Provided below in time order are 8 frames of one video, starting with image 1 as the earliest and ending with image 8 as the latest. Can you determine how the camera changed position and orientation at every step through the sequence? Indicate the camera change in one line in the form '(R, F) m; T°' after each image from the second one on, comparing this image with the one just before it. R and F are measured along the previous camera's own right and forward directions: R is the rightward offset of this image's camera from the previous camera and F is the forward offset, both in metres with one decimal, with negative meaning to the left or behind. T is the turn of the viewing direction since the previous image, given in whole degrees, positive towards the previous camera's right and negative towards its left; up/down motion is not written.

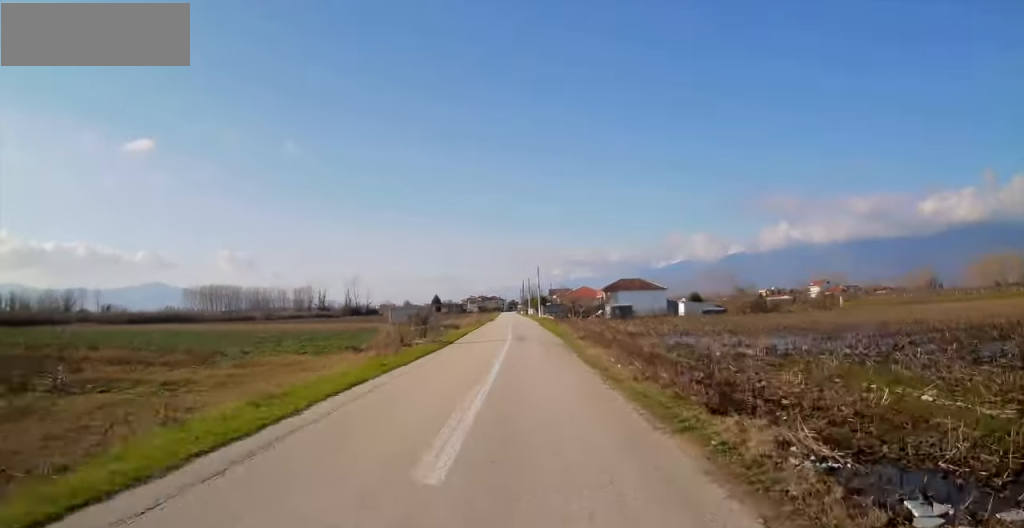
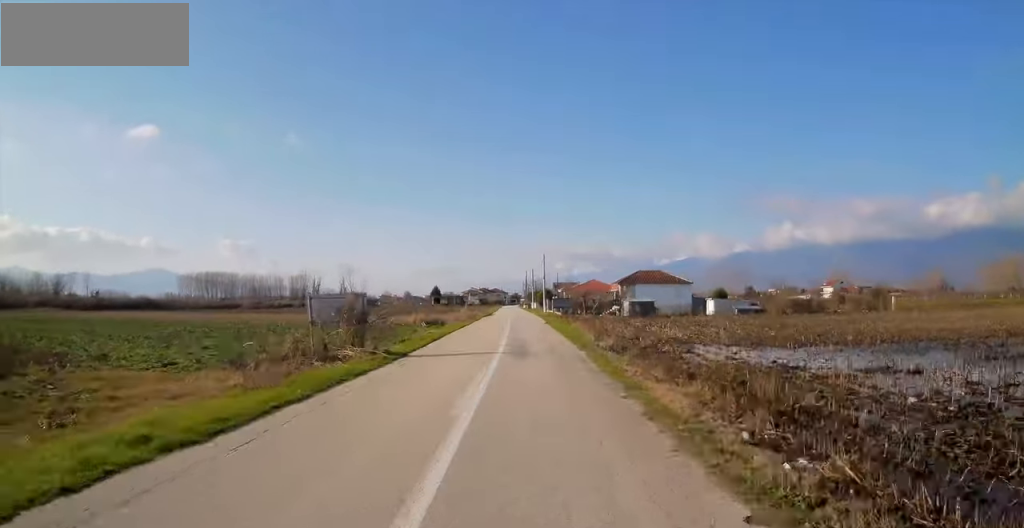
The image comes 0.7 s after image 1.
(-0.2, +11.7) m; 0°
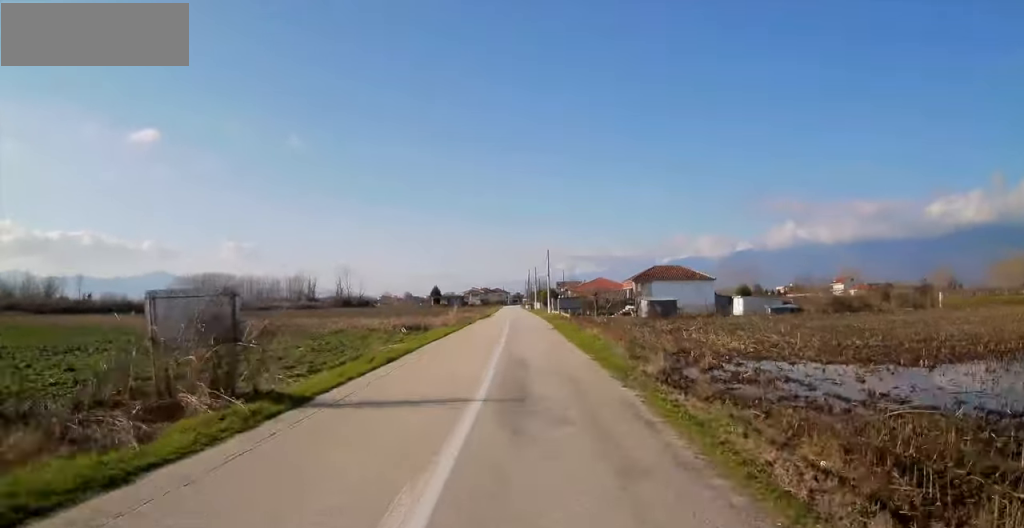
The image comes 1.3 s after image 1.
(0.0, +8.5) m; 0°
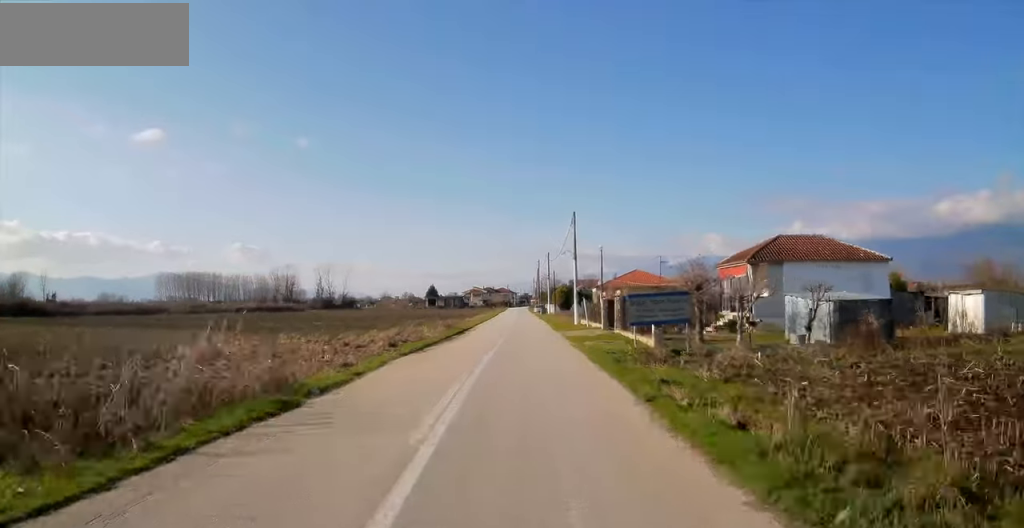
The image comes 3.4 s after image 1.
(-0.1, +34.5) m; -1°
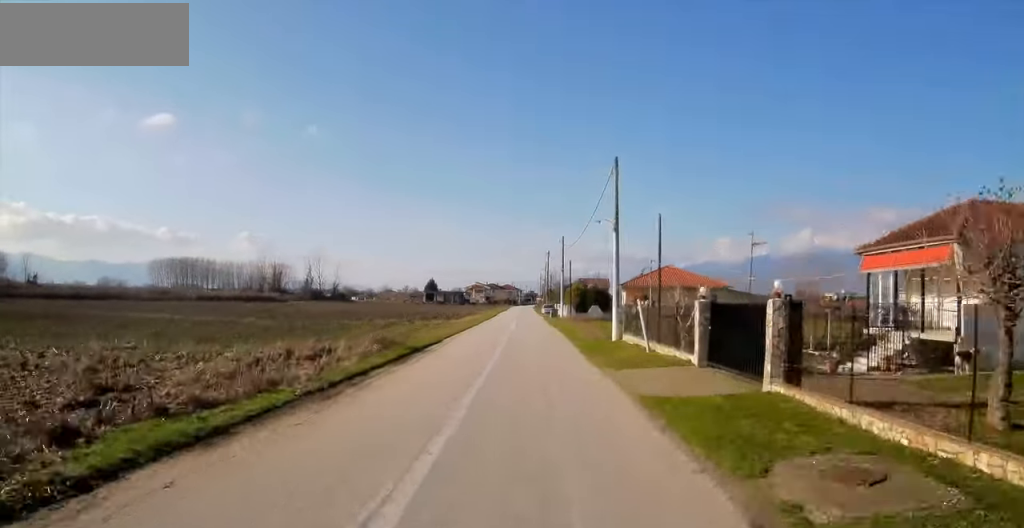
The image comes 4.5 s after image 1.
(0.0, +17.9) m; 0°
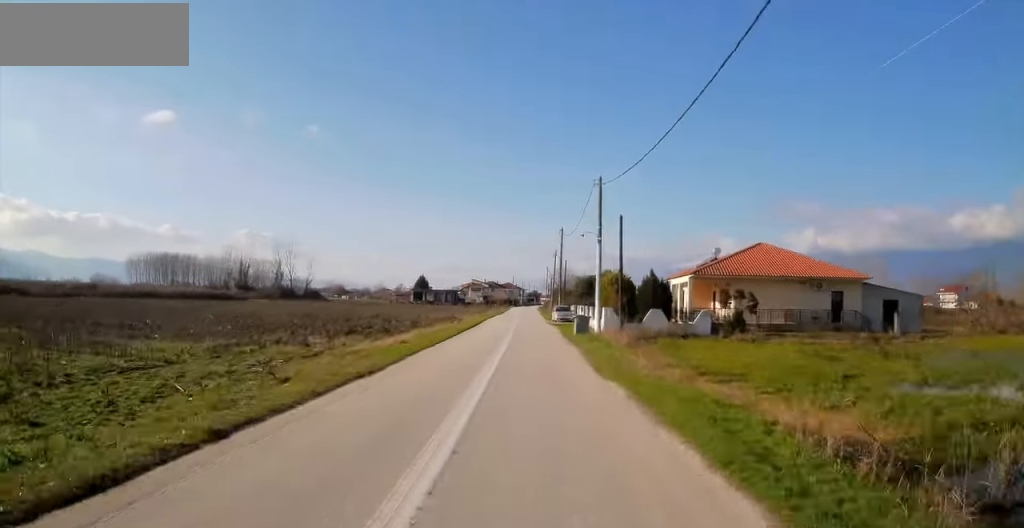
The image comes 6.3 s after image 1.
(-0.2, +29.4) m; 0°
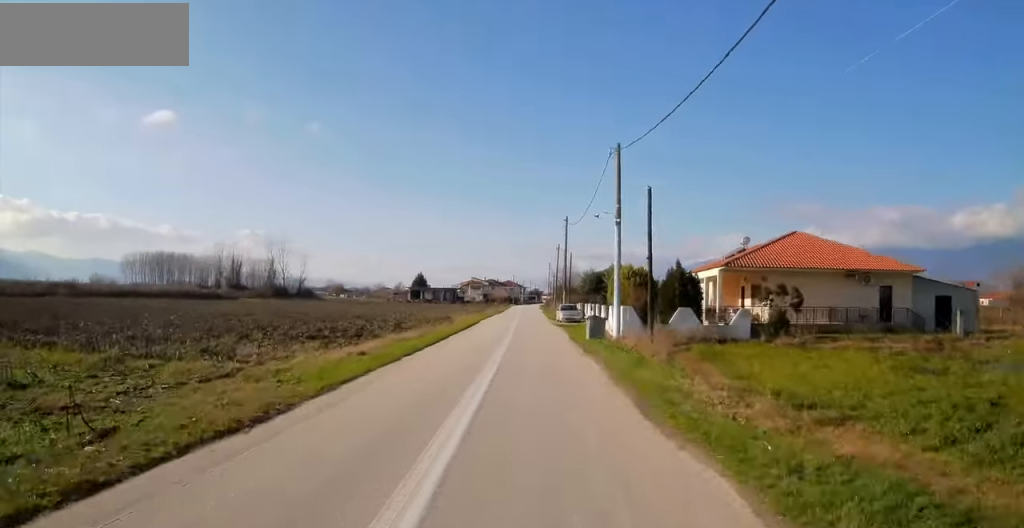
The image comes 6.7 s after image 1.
(+0.2, +6.2) m; 0°
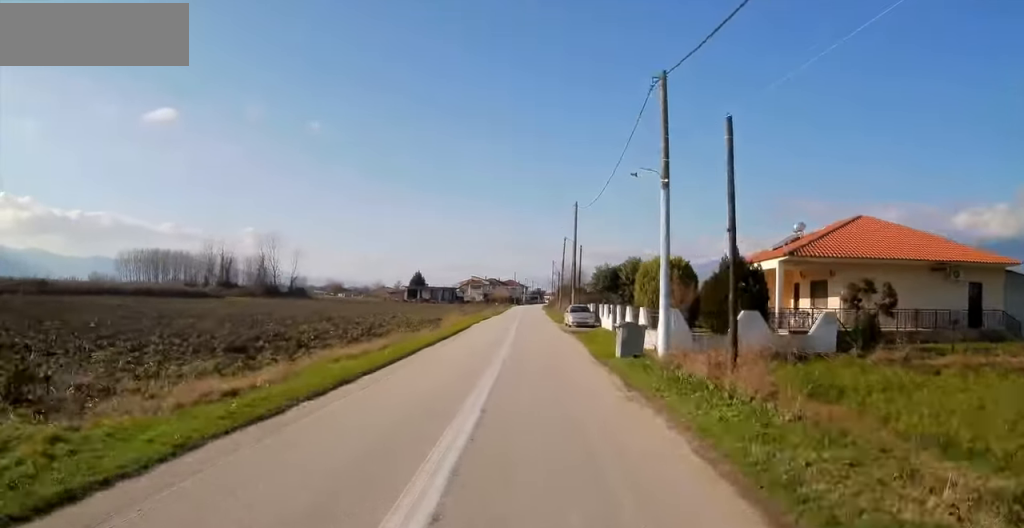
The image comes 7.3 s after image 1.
(0.0, +8.2) m; 0°
